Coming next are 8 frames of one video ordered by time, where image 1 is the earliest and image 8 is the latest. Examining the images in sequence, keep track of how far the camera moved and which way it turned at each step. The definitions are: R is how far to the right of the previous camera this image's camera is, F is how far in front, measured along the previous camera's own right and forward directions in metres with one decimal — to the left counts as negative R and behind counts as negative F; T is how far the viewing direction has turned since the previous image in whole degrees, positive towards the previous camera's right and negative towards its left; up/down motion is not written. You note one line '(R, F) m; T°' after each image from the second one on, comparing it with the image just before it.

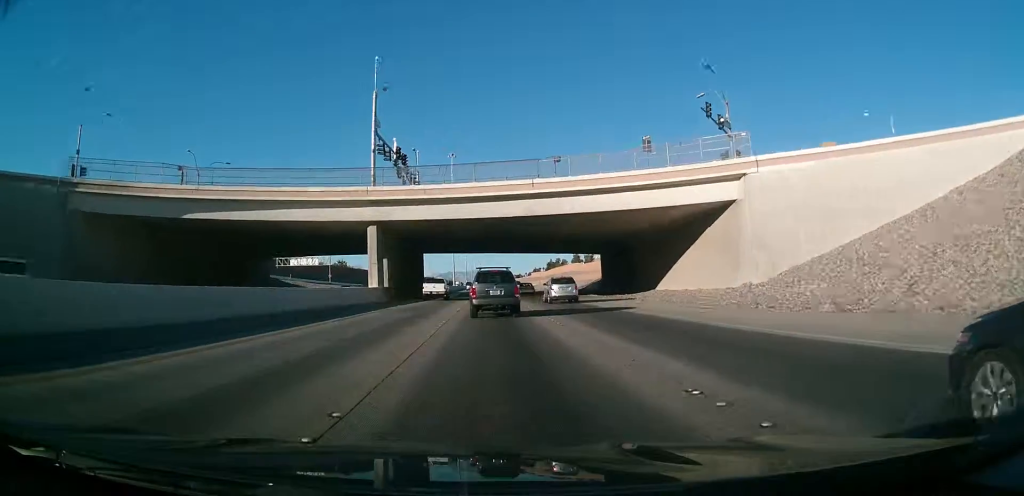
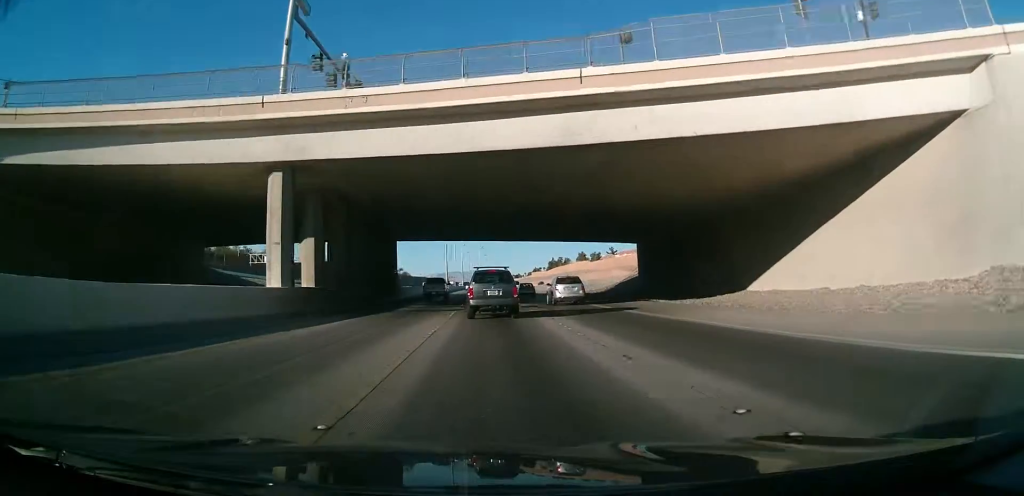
(0.0, +24.5) m; 0°
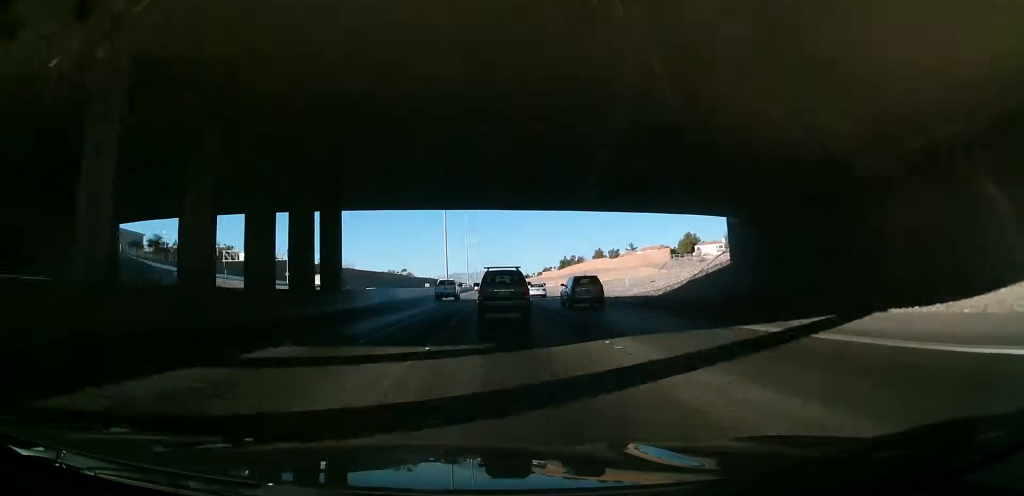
(0.0, +26.4) m; 0°
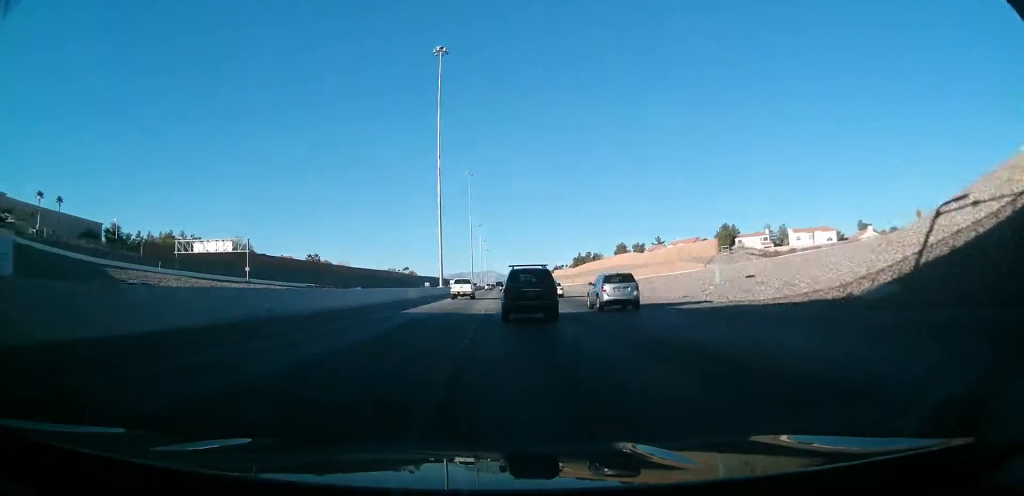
(0.0, +31.7) m; +1°
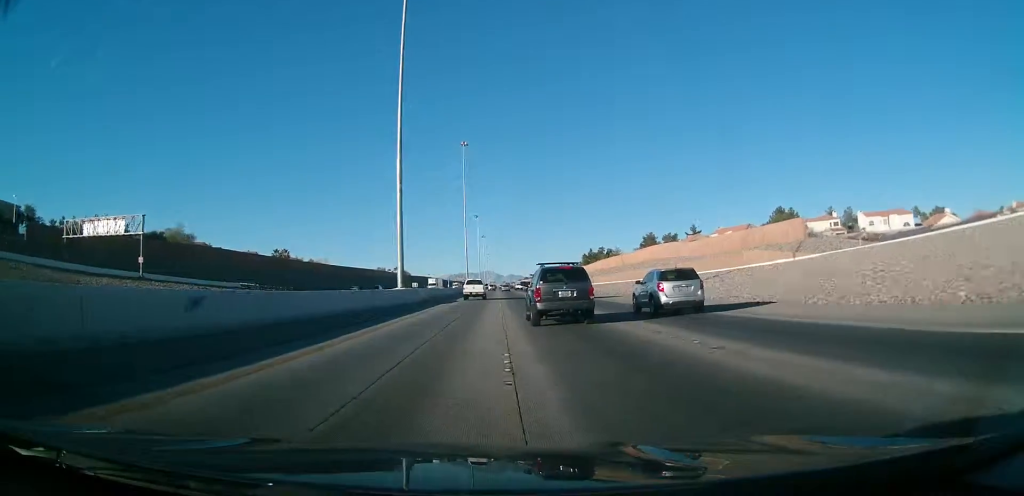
(-0.2, +42.4) m; -2°
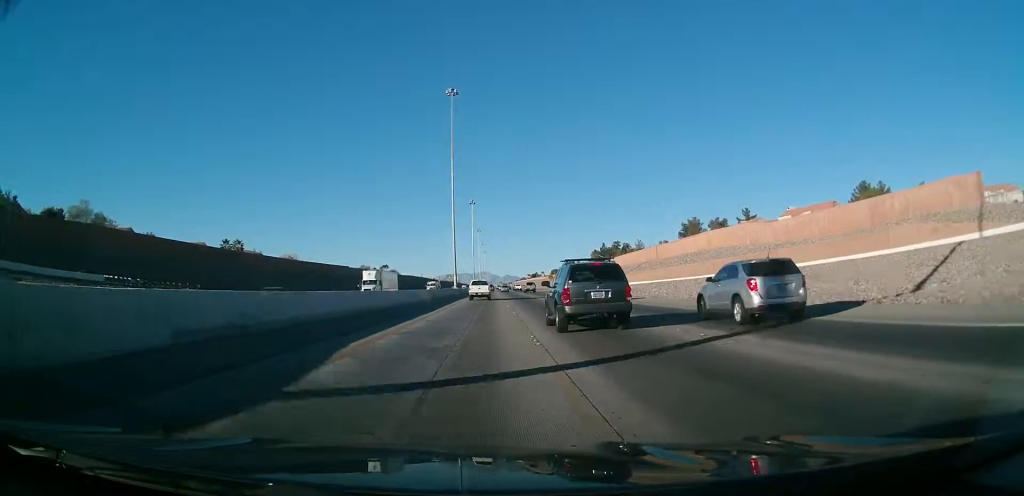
(-0.9, +44.2) m; 0°
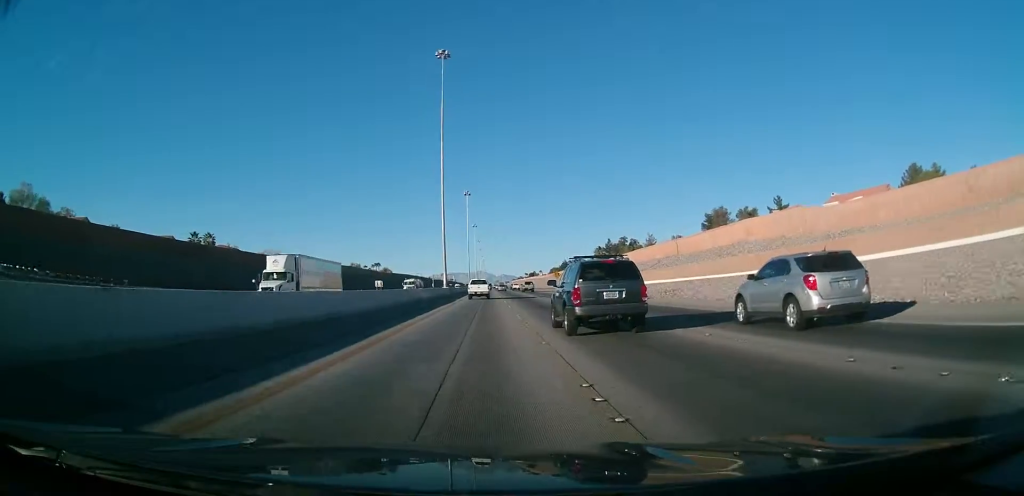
(+0.3, +19.9) m; 0°
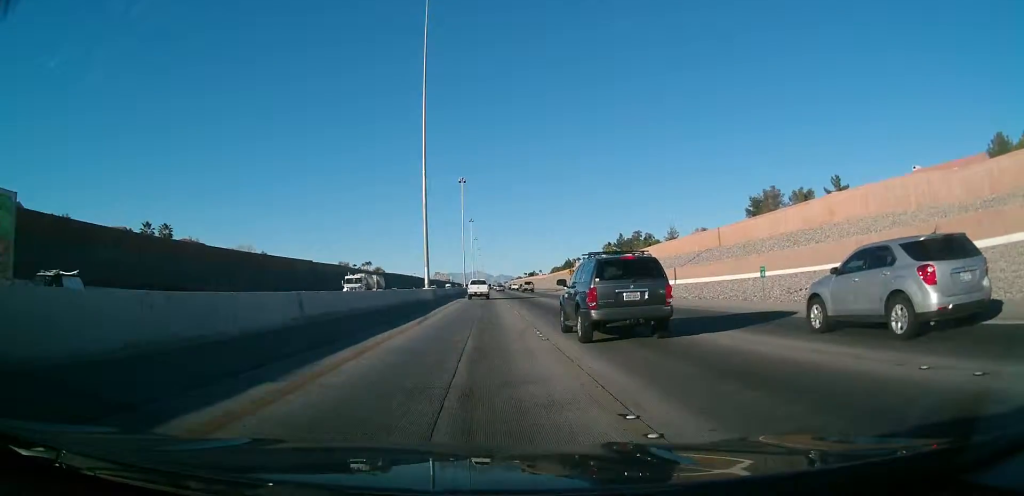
(0.0, +26.0) m; 0°
